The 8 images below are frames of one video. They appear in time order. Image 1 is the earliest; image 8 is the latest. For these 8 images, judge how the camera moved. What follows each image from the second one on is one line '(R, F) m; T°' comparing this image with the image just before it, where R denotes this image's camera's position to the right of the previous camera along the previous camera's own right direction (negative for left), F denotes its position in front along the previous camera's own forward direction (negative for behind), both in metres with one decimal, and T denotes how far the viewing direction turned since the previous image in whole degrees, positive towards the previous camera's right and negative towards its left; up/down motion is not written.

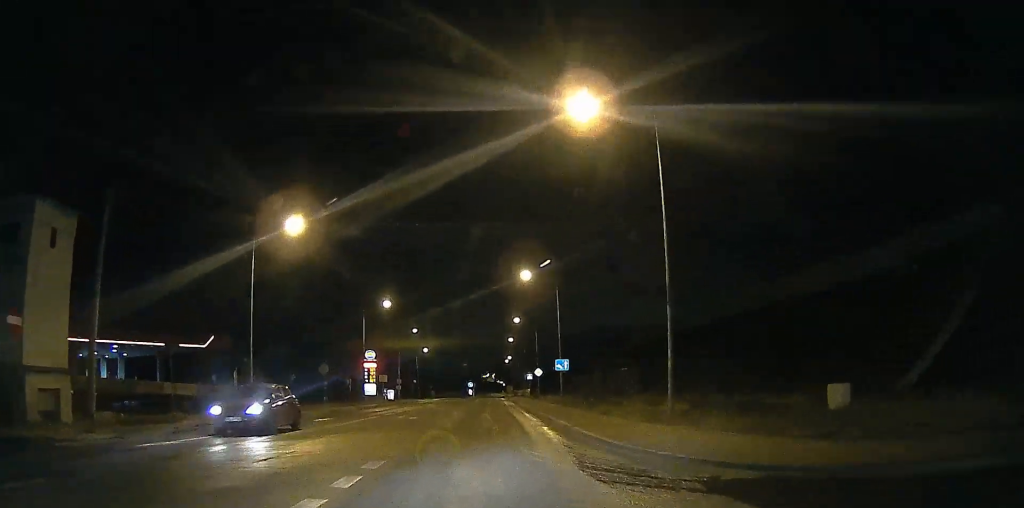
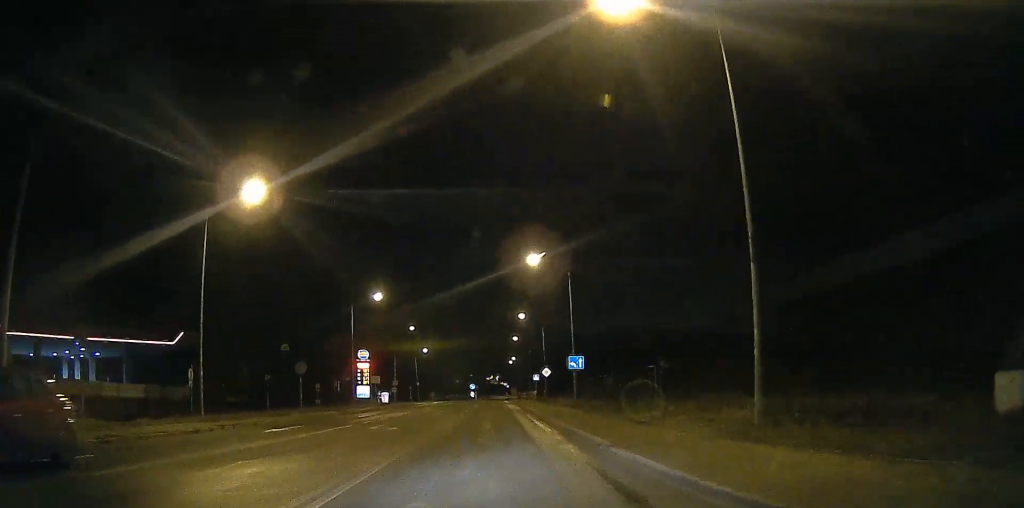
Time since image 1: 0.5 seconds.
(+0.1, +6.5) m; +1°
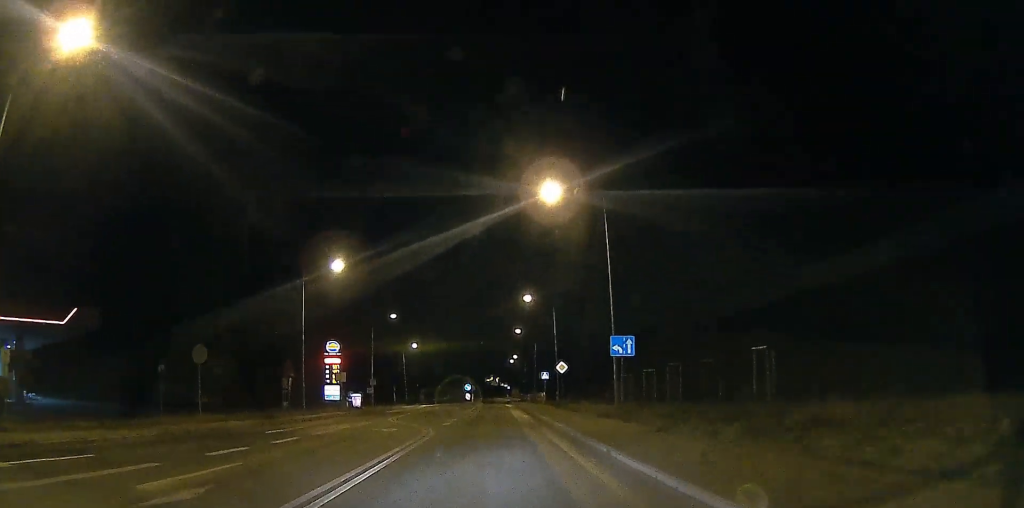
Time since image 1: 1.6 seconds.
(-0.1, +14.9) m; -2°
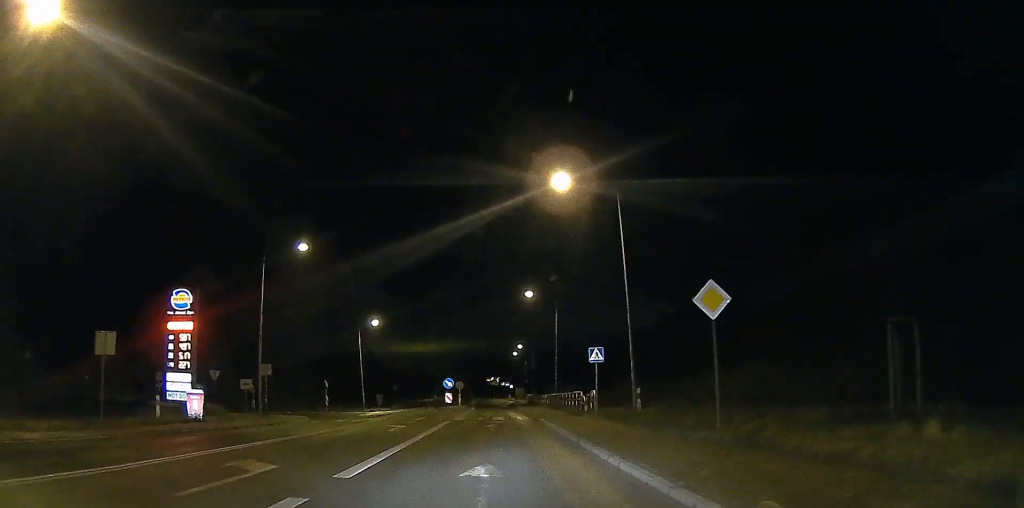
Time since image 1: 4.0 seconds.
(-1.0, +32.9) m; -1°
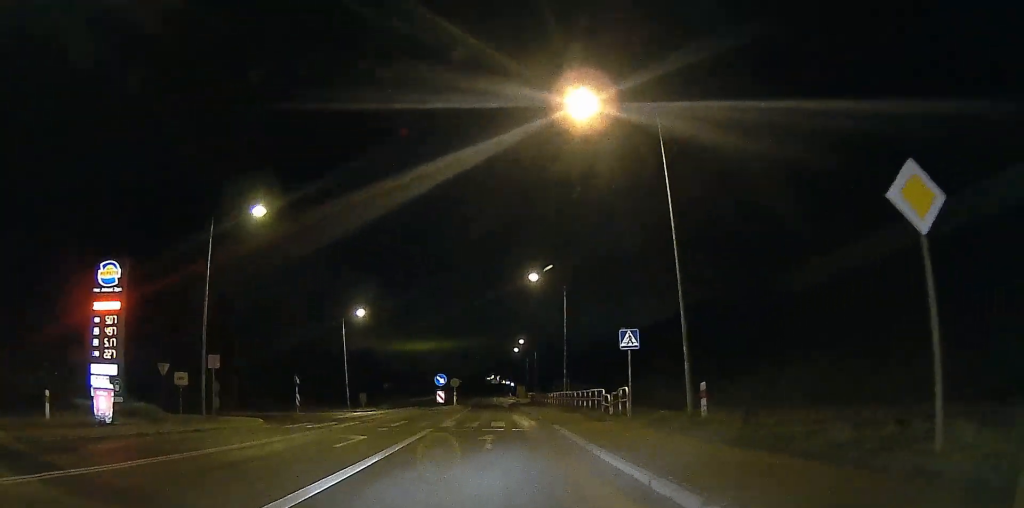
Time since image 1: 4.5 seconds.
(0.0, +7.6) m; 0°
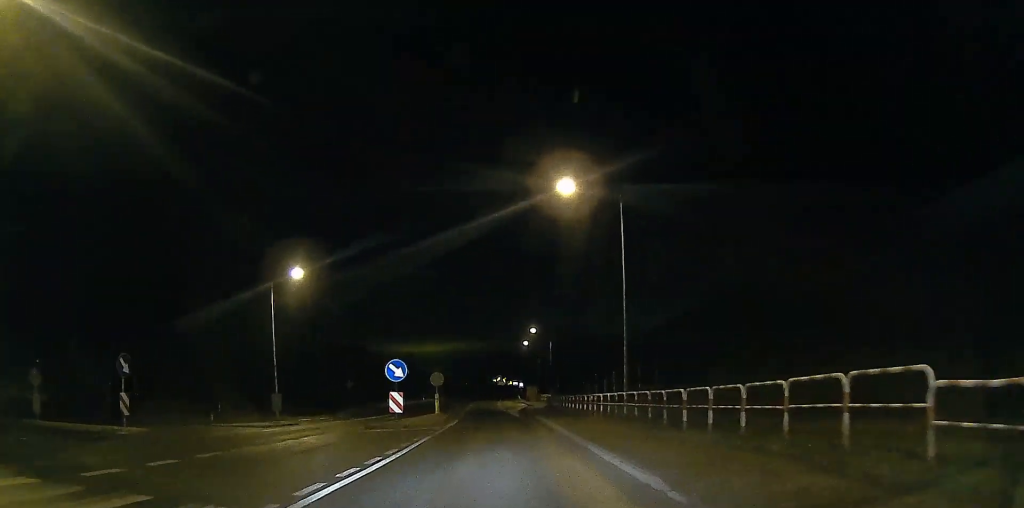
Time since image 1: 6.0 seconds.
(+0.2, +22.4) m; 0°
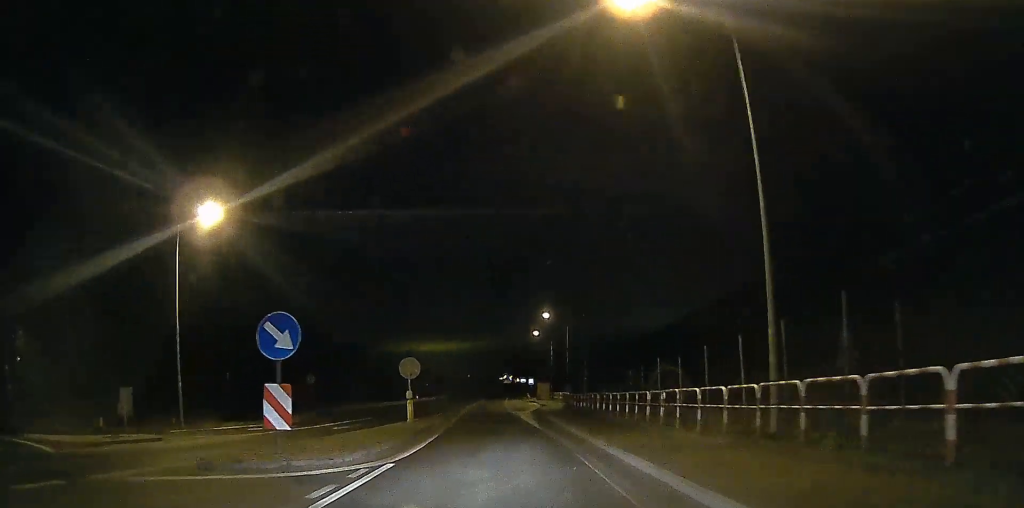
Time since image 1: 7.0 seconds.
(-0.1, +14.1) m; -1°
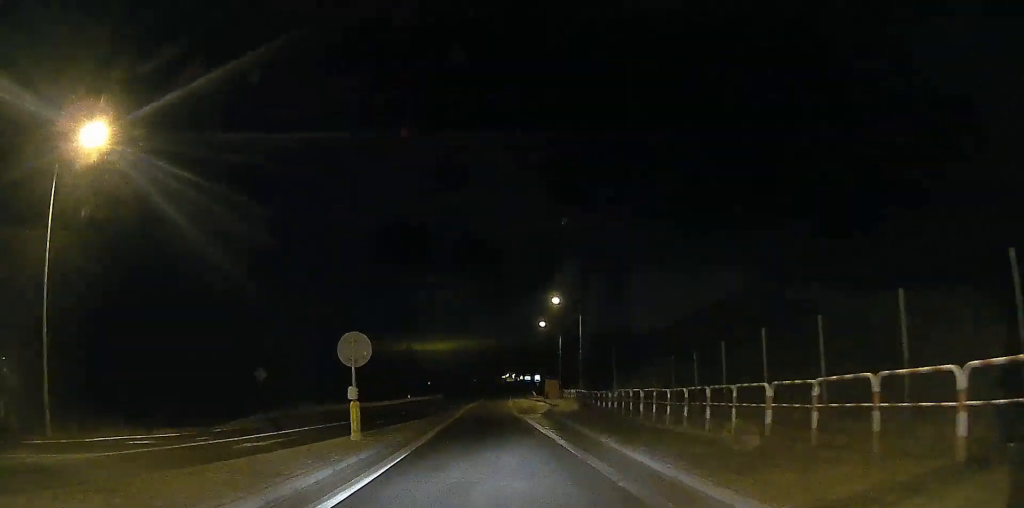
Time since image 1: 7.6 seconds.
(-0.1, +9.8) m; -1°
